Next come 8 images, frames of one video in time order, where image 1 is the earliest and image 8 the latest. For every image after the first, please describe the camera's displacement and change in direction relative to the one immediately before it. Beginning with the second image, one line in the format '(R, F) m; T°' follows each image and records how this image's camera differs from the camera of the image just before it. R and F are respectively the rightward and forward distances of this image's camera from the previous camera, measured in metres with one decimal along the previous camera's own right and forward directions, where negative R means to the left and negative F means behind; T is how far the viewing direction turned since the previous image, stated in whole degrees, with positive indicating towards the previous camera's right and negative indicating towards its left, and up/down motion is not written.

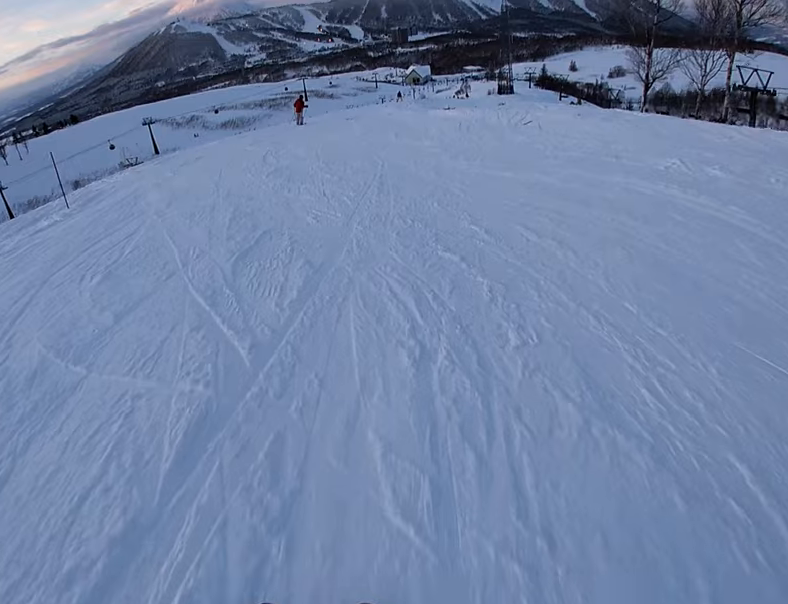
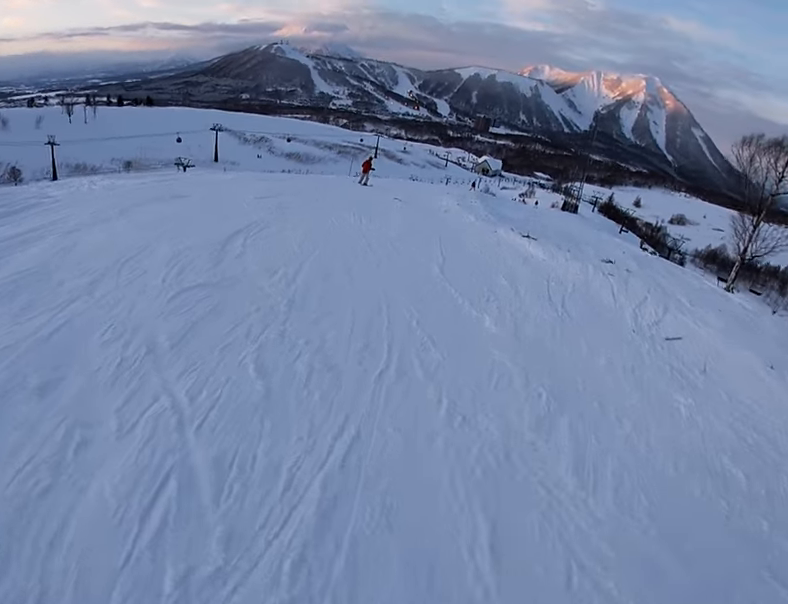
(0.0, +5.5) m; -3°
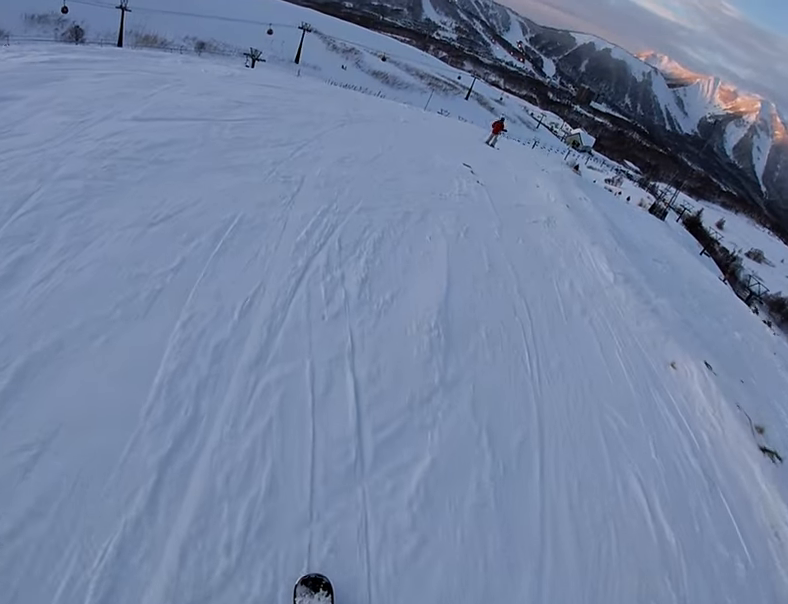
(-0.3, +8.0) m; -4°
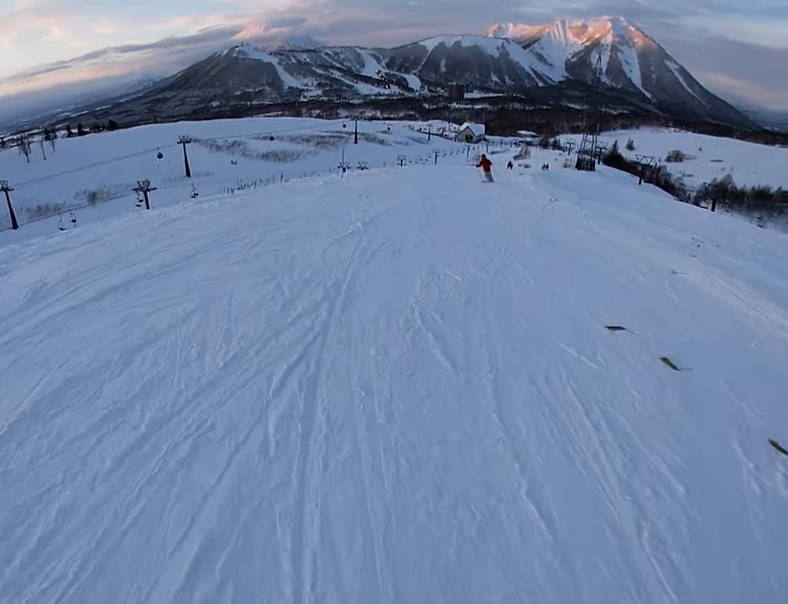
(-0.3, +8.1) m; +3°
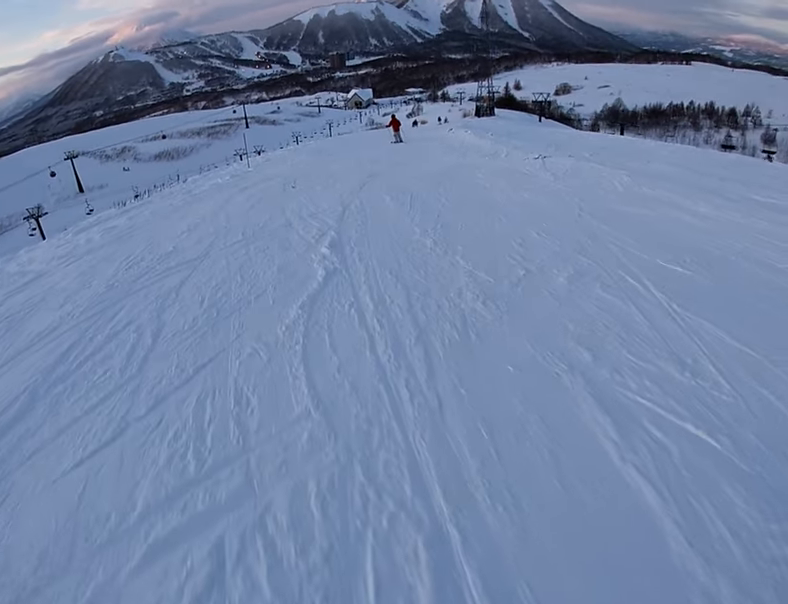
(-0.4, +4.4) m; +6°
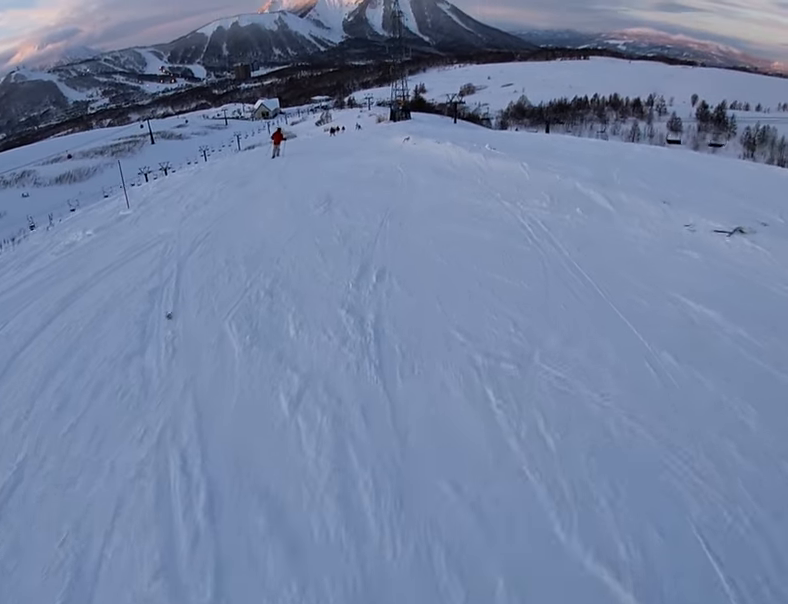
(+1.5, +8.2) m; +16°
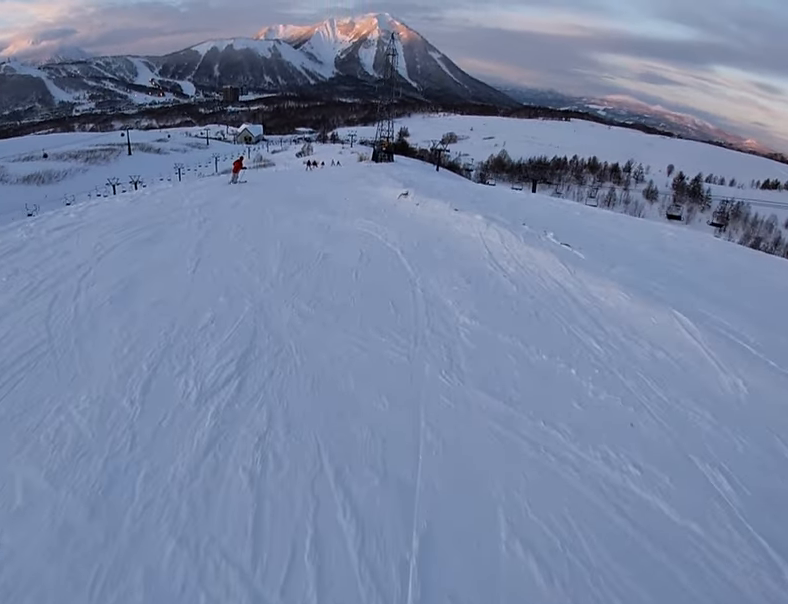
(+0.8, +6.6) m; -1°
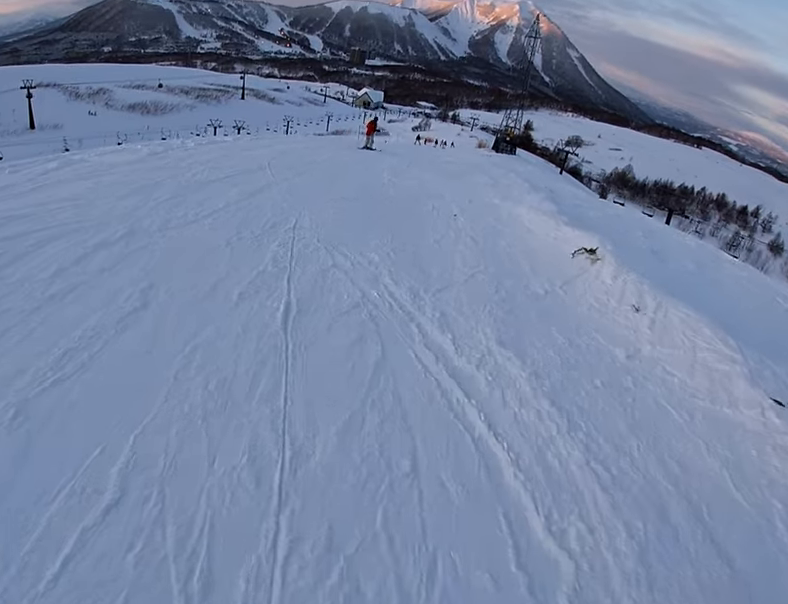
(-0.6, +7.6) m; -5°
